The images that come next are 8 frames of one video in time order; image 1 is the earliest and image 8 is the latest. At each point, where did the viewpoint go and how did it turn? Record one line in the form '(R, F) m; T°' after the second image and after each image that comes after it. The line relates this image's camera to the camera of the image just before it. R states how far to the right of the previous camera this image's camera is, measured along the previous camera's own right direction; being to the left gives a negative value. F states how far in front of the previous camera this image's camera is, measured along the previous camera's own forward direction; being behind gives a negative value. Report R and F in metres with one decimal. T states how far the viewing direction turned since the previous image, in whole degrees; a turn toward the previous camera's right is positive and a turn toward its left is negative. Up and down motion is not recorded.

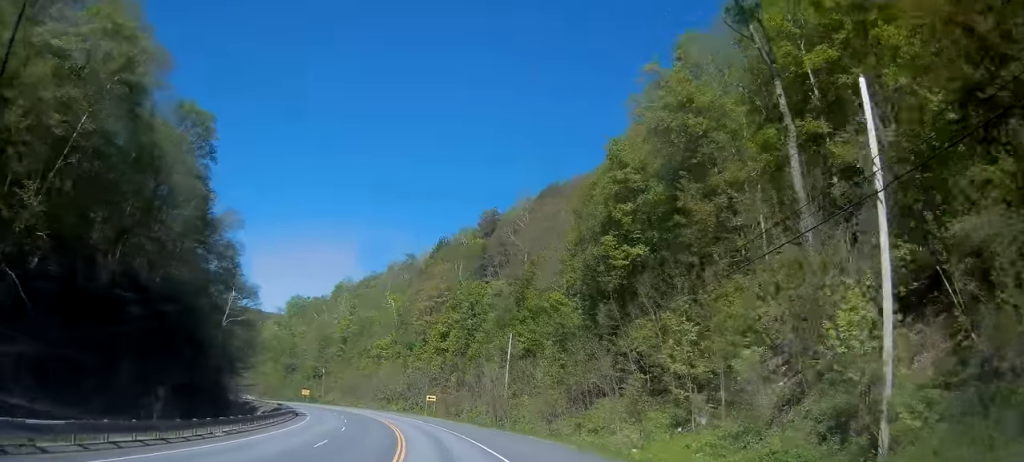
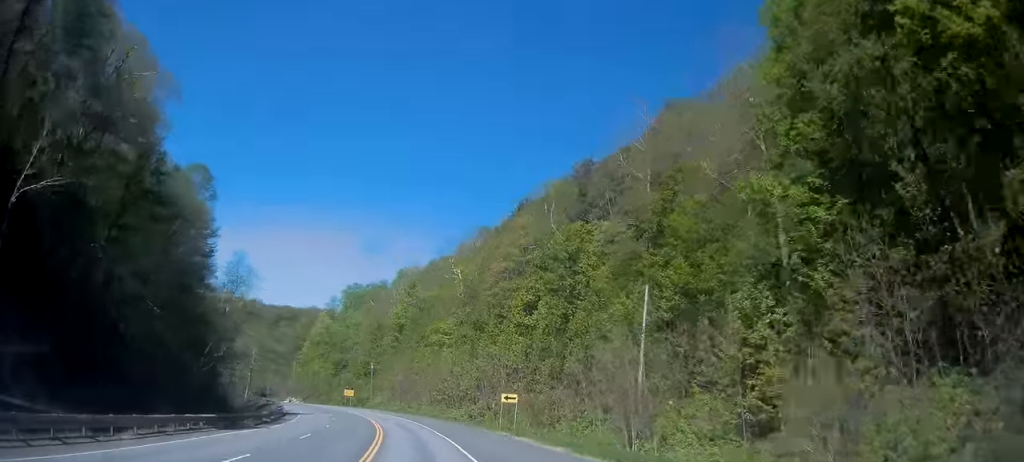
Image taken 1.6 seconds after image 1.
(-2.3, +33.0) m; -9°
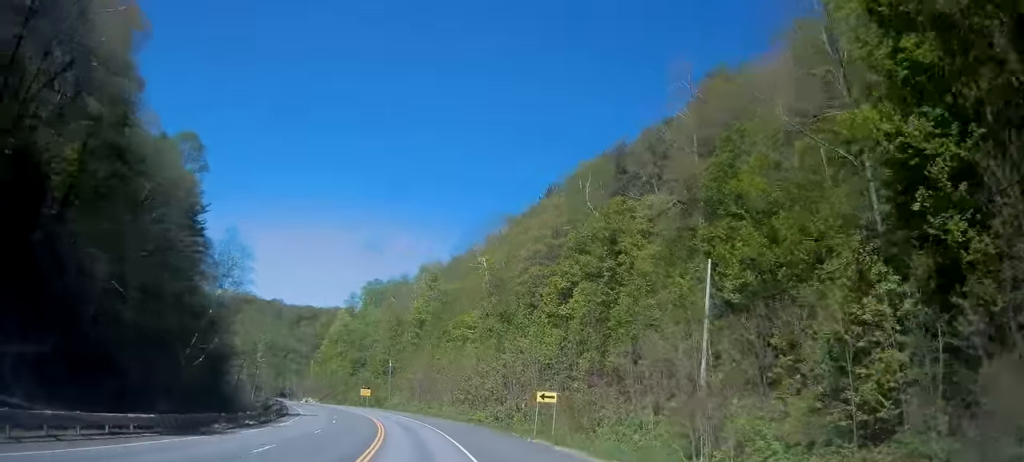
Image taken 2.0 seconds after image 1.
(-0.3, +8.3) m; -2°
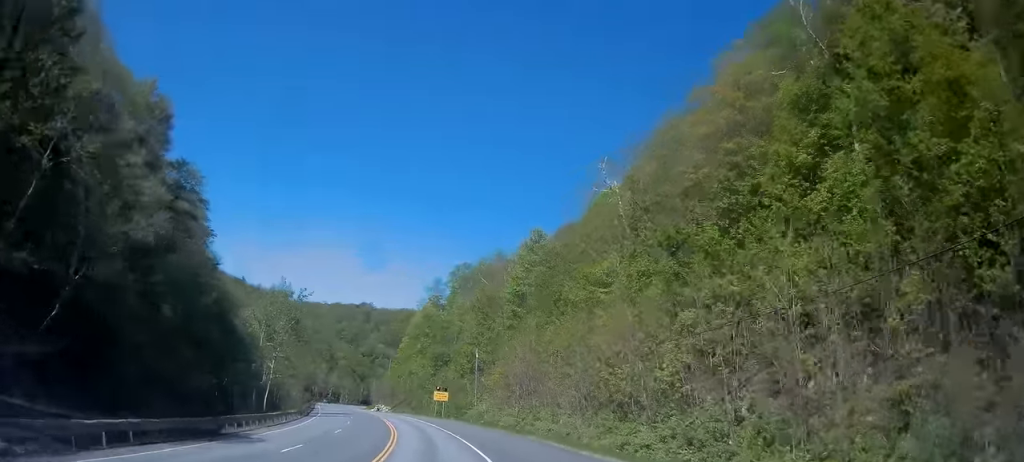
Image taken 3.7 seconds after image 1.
(-2.6, +34.3) m; -10°
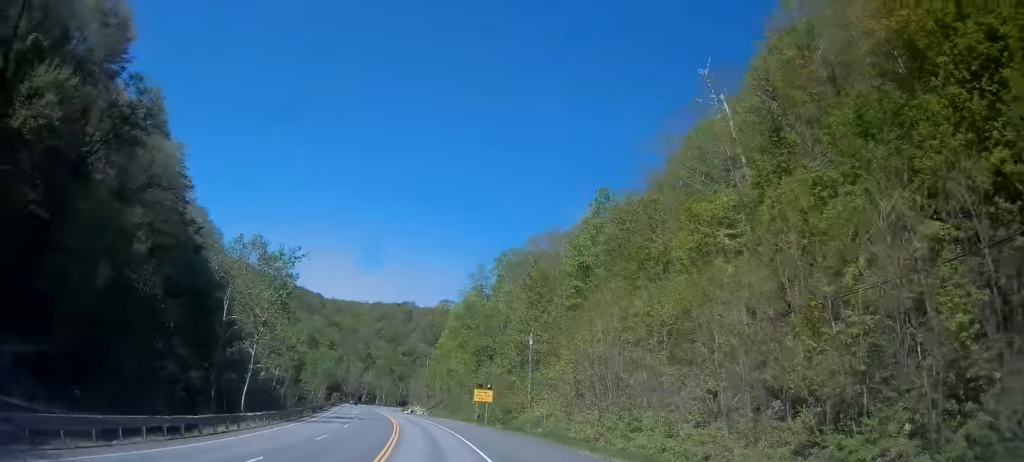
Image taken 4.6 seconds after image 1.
(-1.1, +18.7) m; -5°
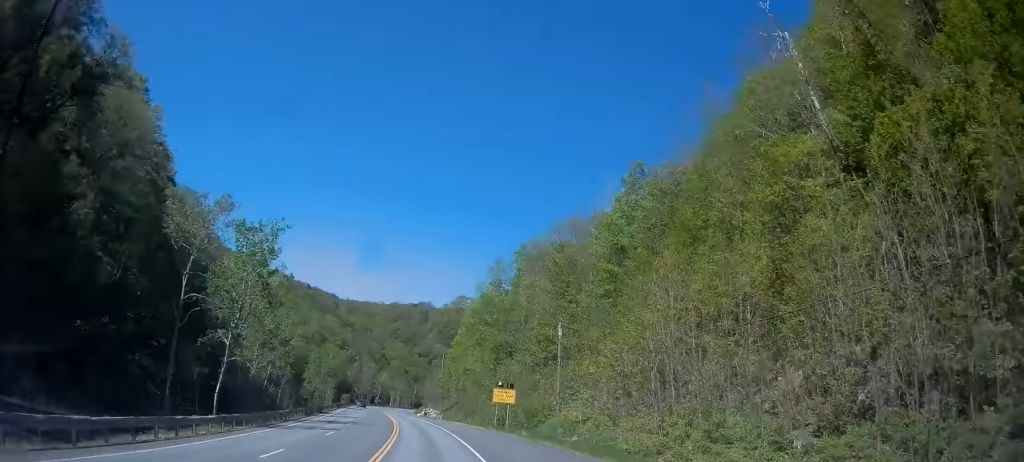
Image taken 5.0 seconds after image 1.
(-0.3, +9.1) m; -2°
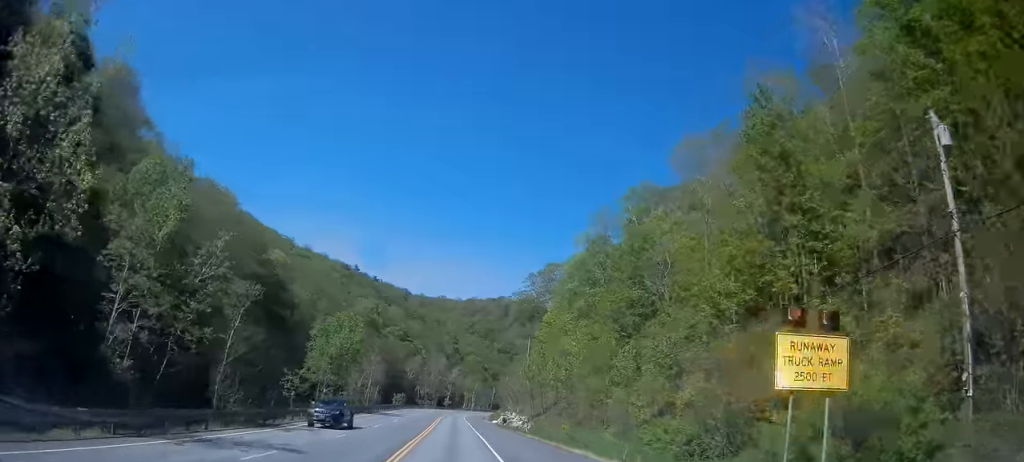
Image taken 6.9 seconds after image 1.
(-2.7, +40.6) m; -7°
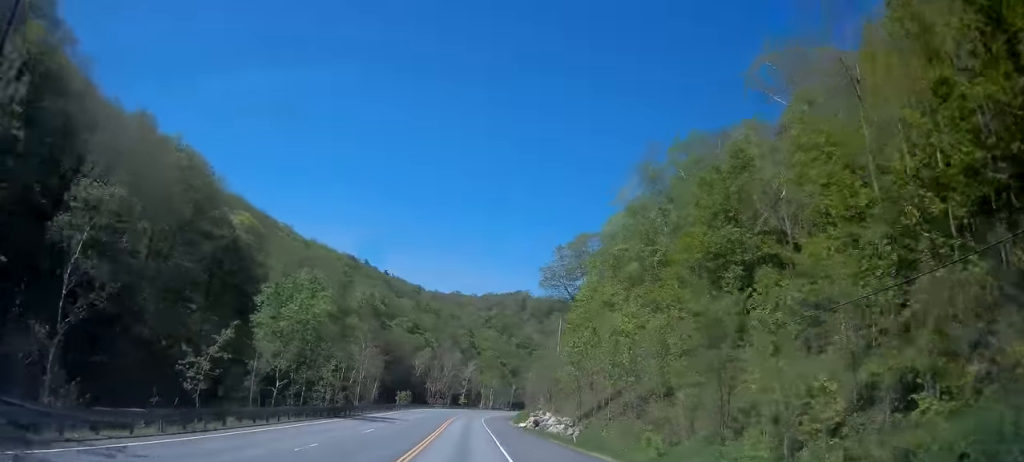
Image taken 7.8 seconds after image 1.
(-0.7, +20.7) m; -1°
